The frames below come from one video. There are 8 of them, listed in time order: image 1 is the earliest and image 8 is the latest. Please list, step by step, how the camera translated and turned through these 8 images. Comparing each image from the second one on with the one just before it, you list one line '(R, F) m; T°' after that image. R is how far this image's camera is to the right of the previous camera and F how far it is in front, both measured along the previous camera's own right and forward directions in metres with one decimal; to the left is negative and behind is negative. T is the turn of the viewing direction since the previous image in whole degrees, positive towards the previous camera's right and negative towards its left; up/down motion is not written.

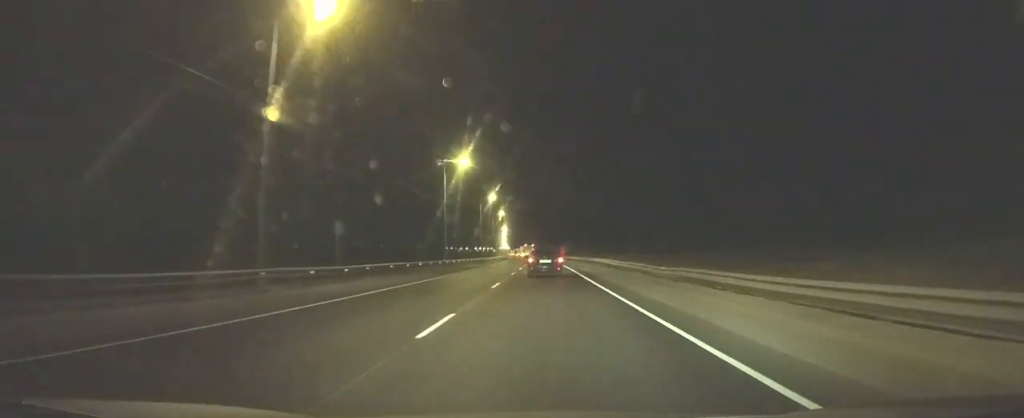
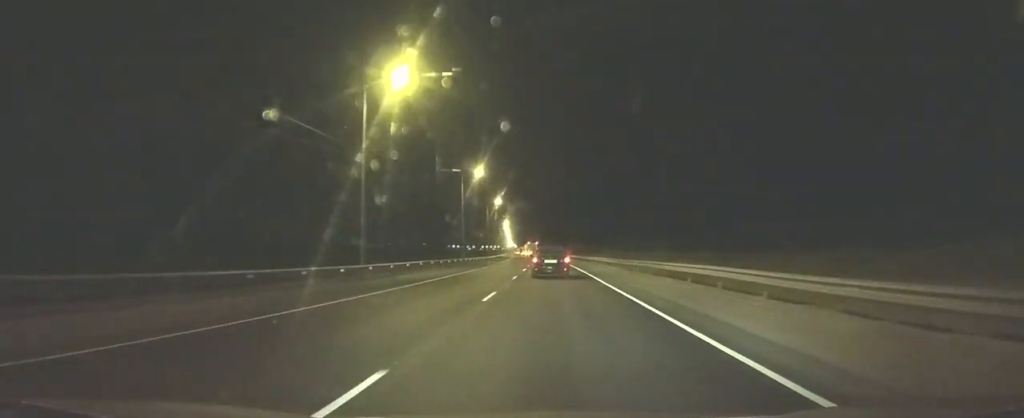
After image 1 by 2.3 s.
(-0.4, +28.9) m; 0°
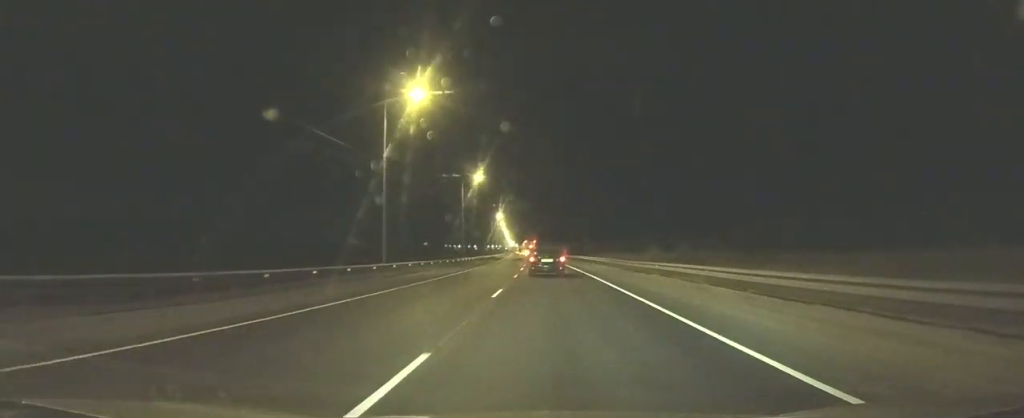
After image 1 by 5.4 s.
(+0.1, +35.9) m; 0°
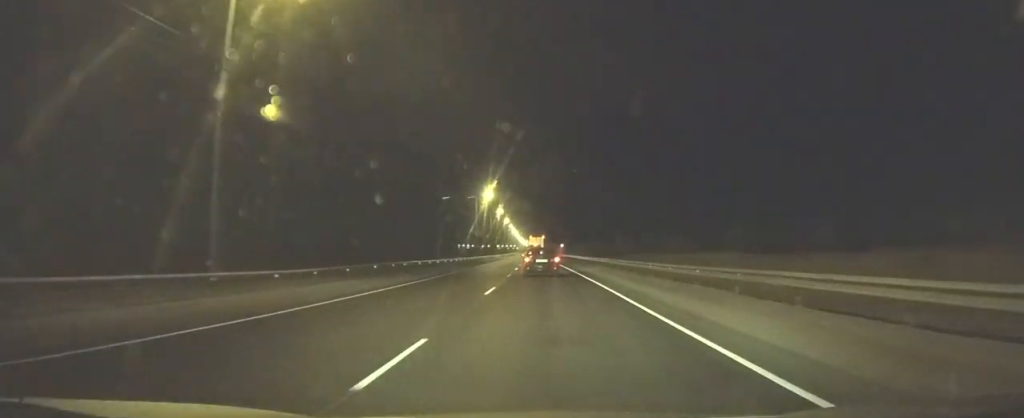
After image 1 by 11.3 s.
(-0.1, +58.0) m; 0°
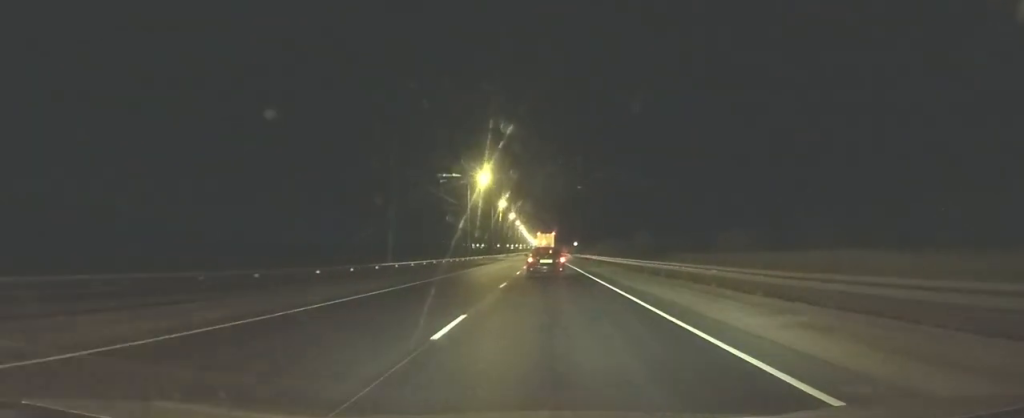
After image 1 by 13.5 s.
(0.0, +18.5) m; 0°
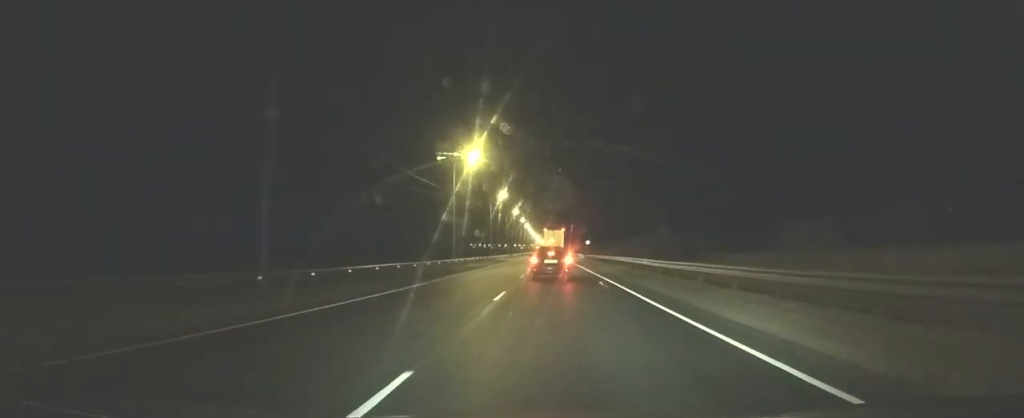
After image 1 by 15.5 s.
(0.0, +15.7) m; 0°
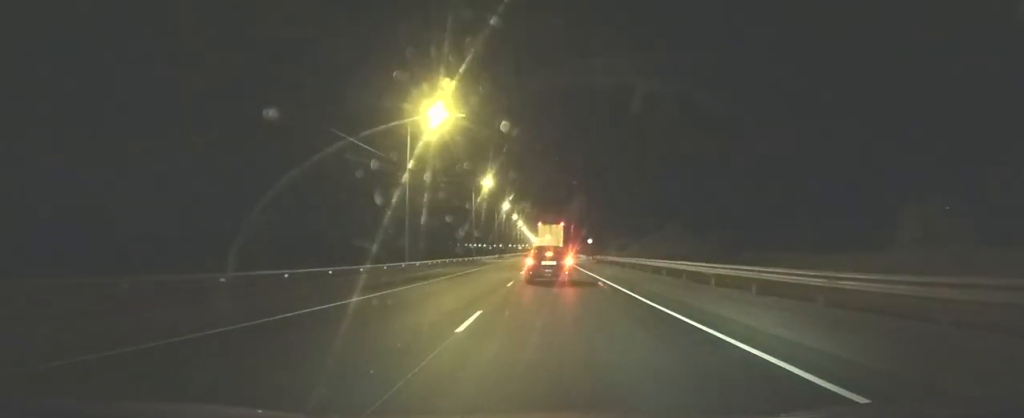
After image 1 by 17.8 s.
(-0.1, +16.4) m; -1°
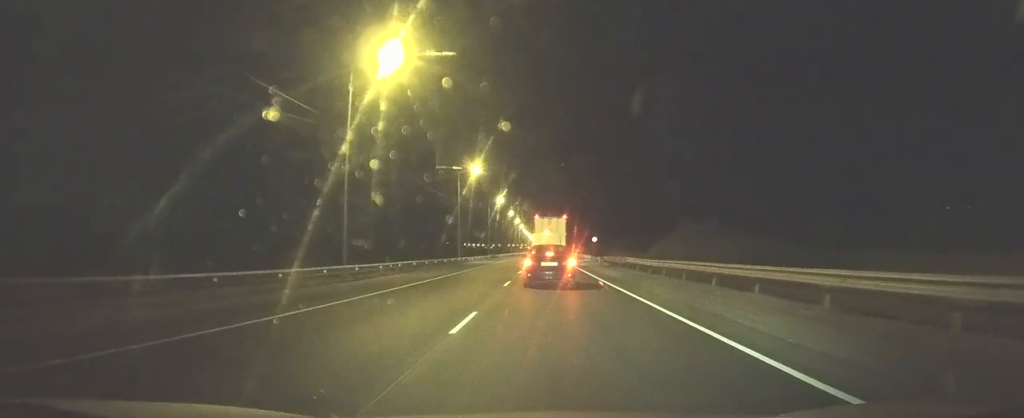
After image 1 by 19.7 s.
(-0.1, +10.9) m; 0°
